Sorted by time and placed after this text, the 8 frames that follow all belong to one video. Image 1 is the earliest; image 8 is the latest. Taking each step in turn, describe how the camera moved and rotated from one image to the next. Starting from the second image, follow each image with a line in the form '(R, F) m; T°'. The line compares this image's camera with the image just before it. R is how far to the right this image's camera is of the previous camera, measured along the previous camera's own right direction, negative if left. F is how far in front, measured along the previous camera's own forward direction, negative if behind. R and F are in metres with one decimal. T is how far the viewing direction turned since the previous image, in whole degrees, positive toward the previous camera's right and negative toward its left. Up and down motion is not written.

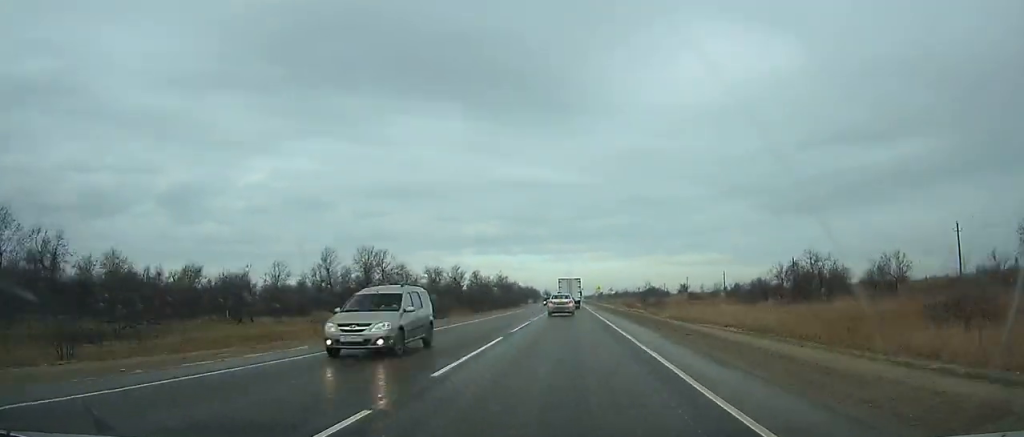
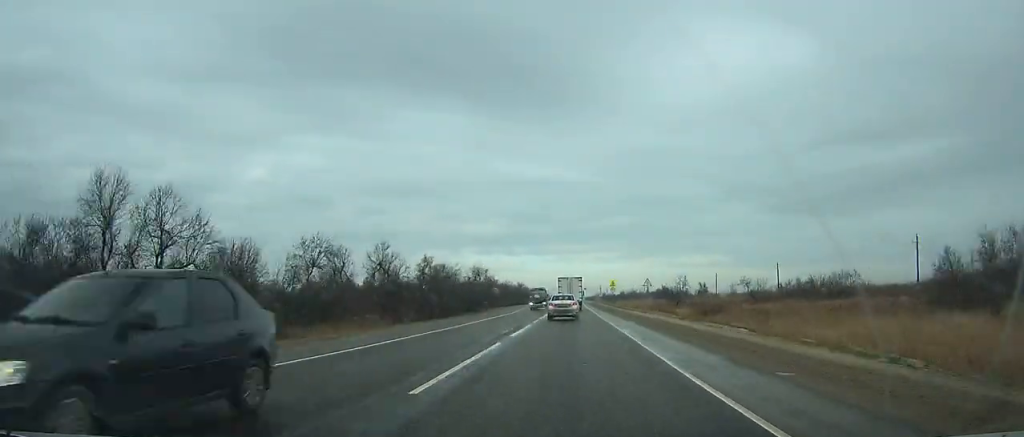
(0.0, +49.5) m; 0°
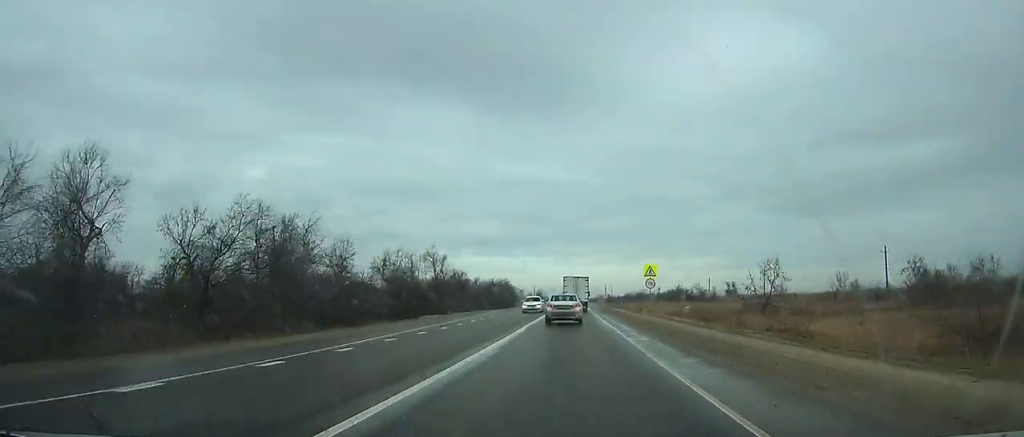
(+0.2, +51.5) m; 0°
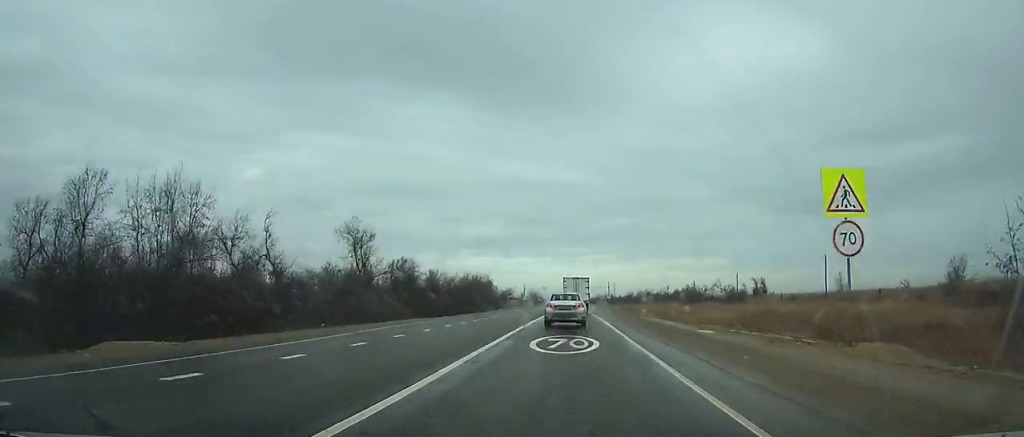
(-0.1, +38.1) m; 0°
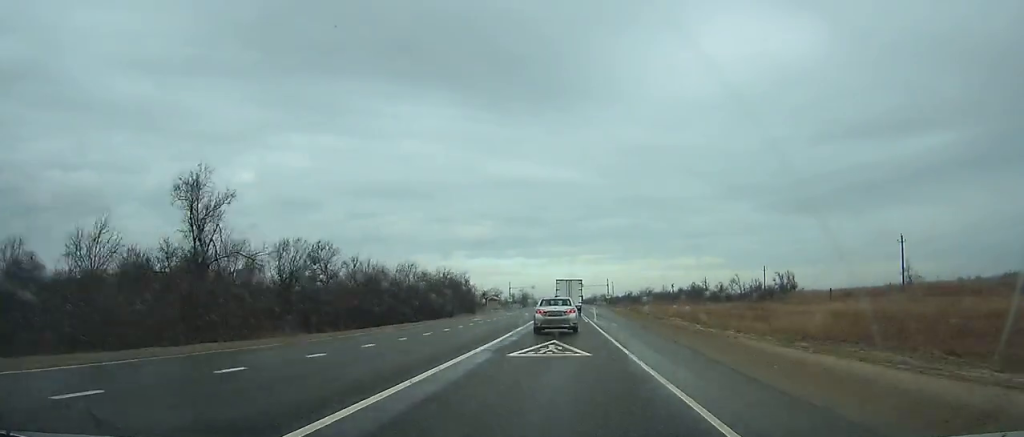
(0.0, +30.1) m; 0°
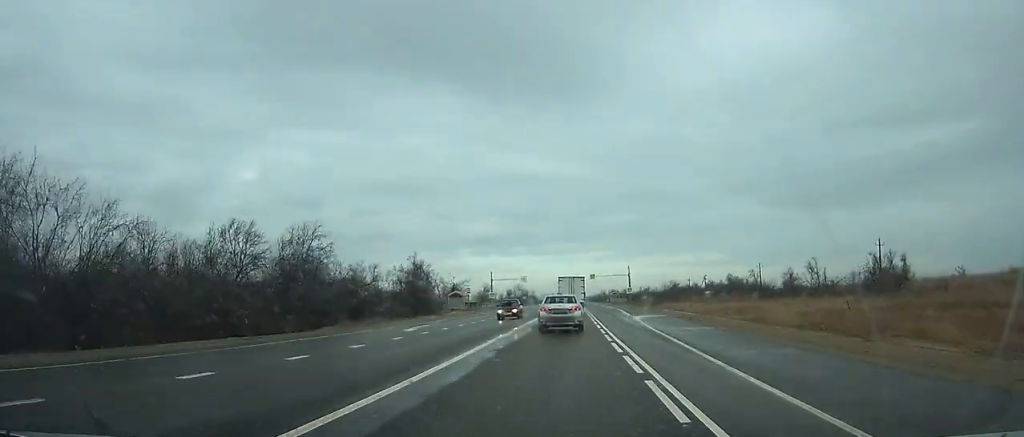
(+0.2, +53.2) m; 0°
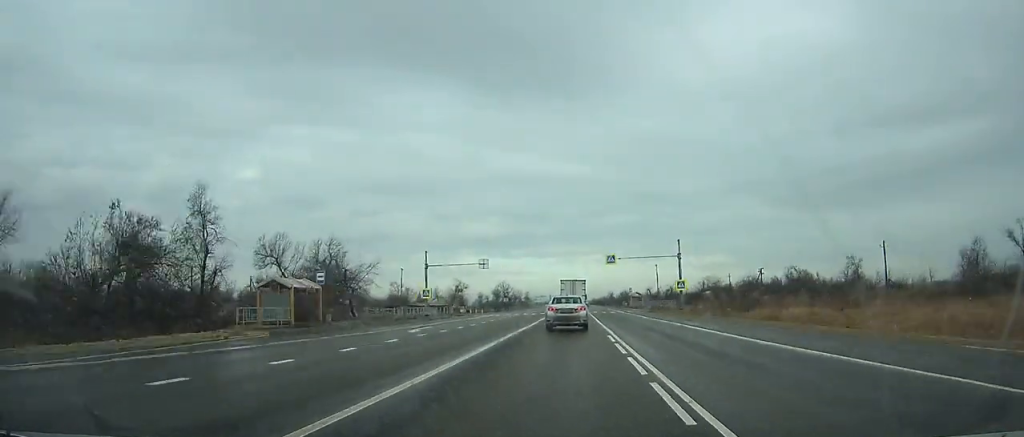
(-0.5, +60.1) m; -1°
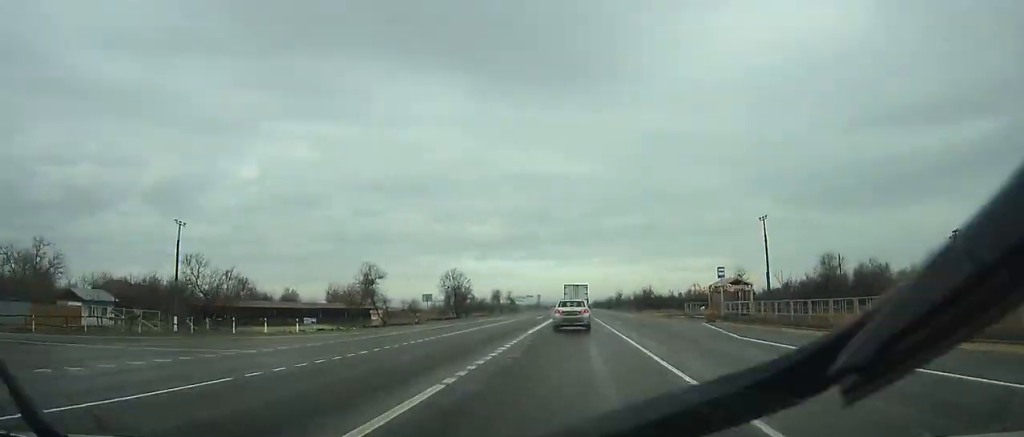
(-0.1, +77.8) m; 0°
